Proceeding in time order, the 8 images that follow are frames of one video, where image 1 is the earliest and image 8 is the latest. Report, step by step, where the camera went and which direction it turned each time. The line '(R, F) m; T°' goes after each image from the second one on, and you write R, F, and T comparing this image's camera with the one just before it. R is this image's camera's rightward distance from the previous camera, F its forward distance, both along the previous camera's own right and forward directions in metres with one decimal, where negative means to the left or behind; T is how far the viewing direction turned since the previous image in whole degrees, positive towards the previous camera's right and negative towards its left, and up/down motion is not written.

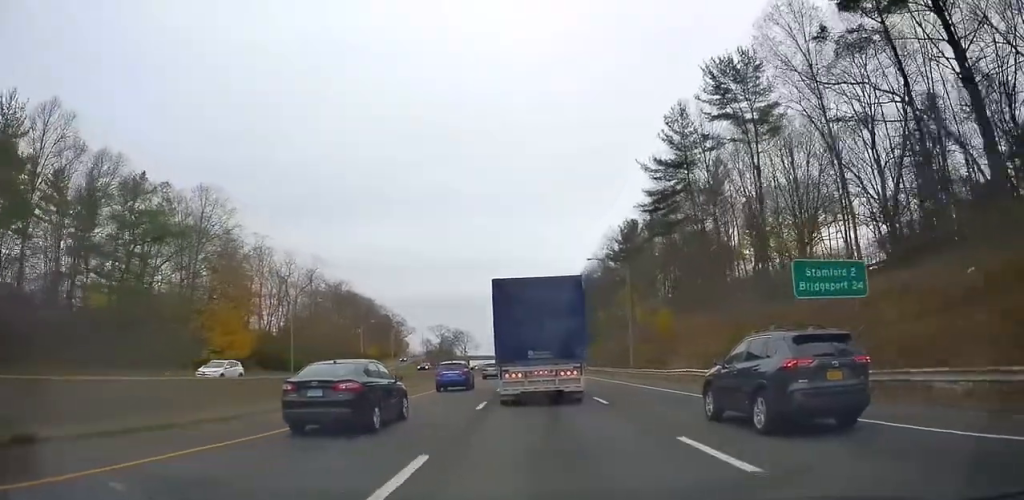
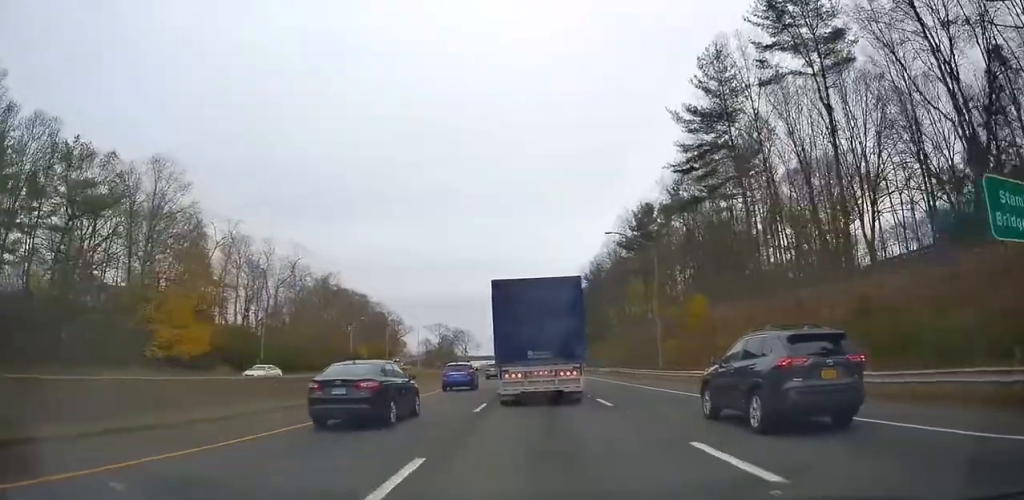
(-0.1, +12.9) m; 0°
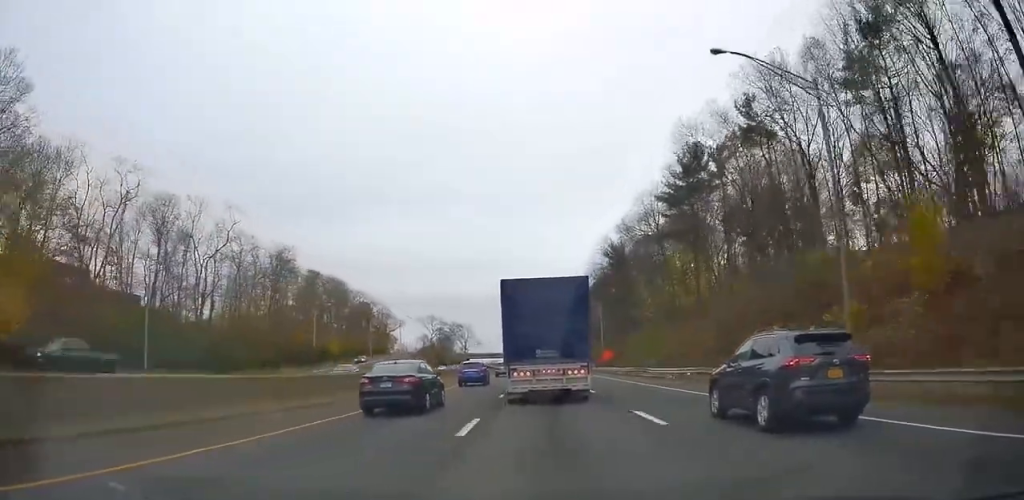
(0.0, +30.5) m; 0°
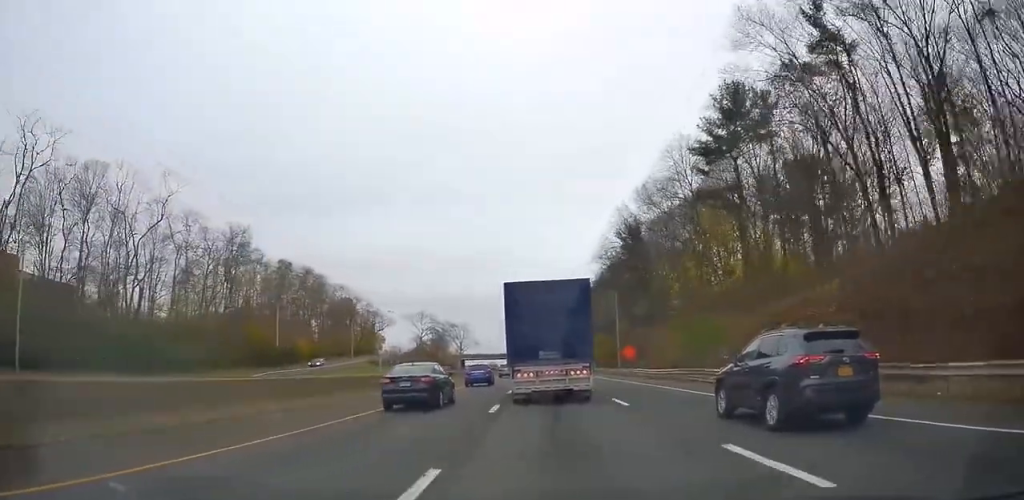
(+0.1, +18.9) m; 0°
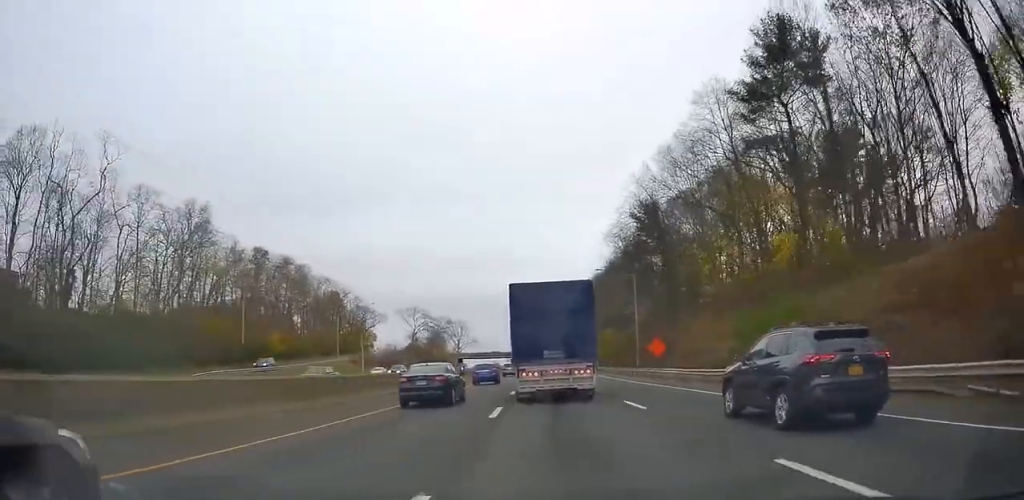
(-0.2, +14.0) m; 0°
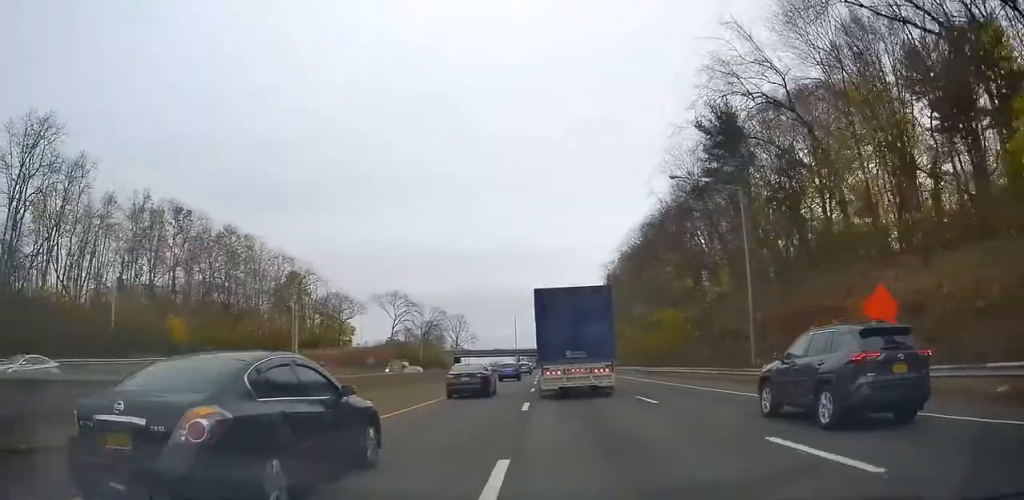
(+0.1, +34.9) m; -1°
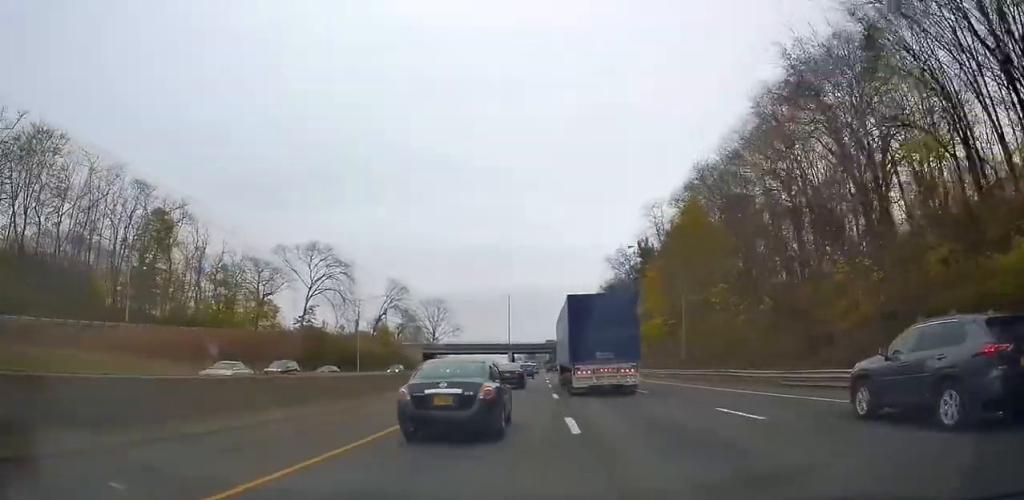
(-0.4, +54.3) m; -1°
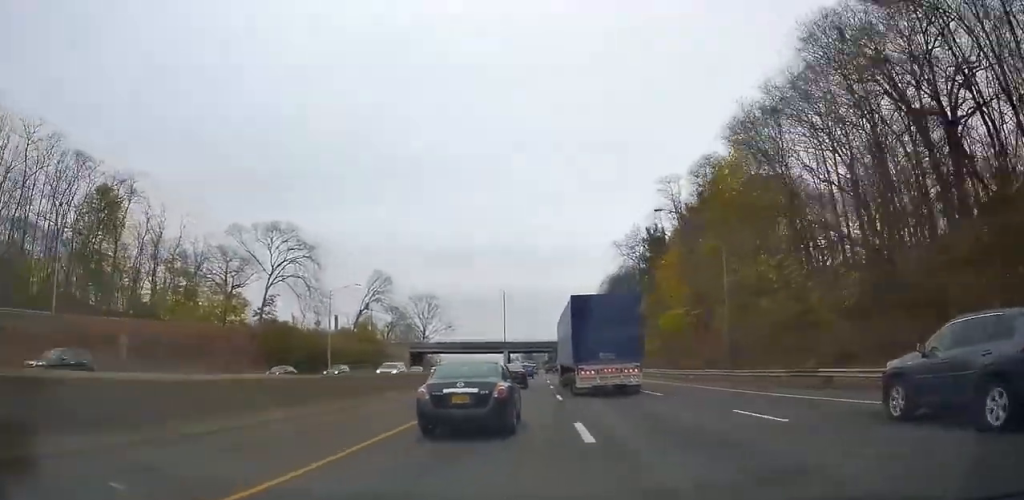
(-0.5, +12.9) m; 0°
